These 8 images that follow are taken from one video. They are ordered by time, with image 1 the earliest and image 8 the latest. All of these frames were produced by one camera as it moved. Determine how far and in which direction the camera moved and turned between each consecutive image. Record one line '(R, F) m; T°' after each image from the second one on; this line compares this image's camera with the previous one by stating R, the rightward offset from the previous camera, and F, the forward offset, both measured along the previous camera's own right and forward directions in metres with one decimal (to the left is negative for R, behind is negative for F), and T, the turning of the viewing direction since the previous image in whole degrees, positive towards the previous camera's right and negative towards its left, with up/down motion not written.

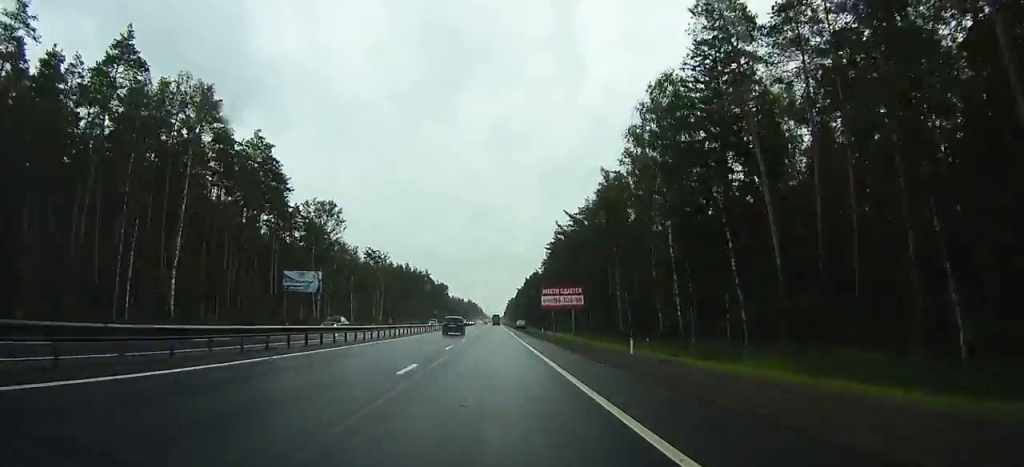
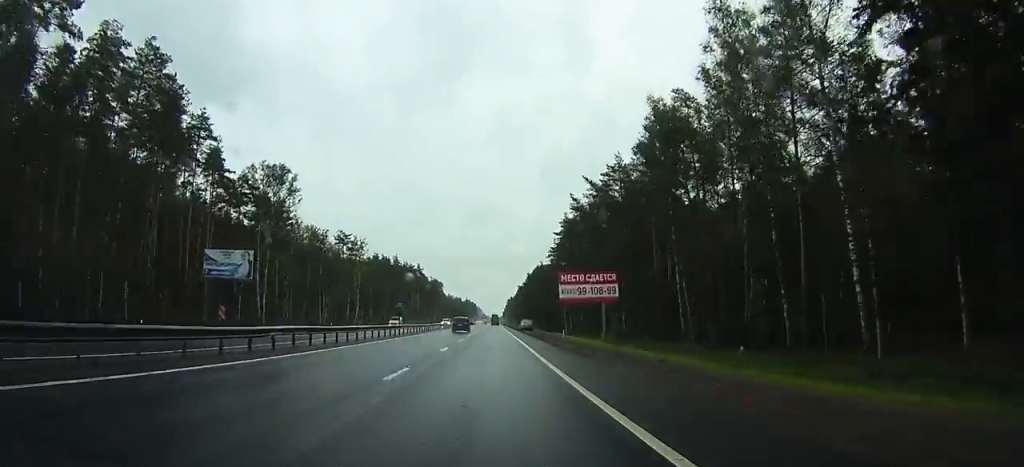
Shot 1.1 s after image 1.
(+0.1, +23.9) m; 0°
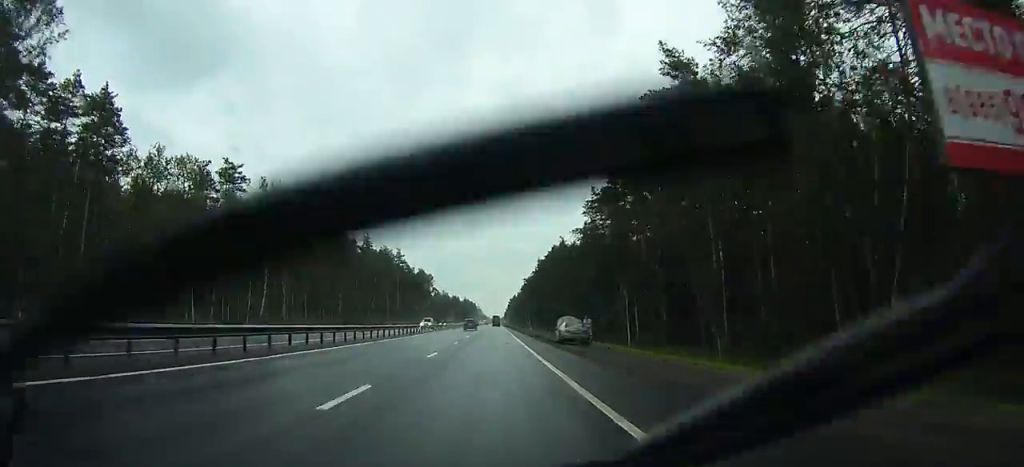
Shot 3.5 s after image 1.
(+0.1, +47.7) m; 0°
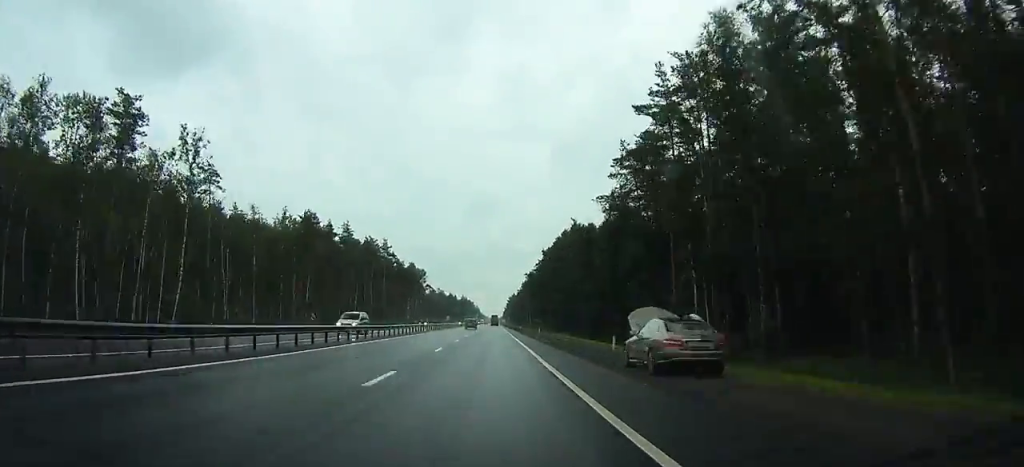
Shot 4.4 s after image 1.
(0.0, +18.7) m; 0°
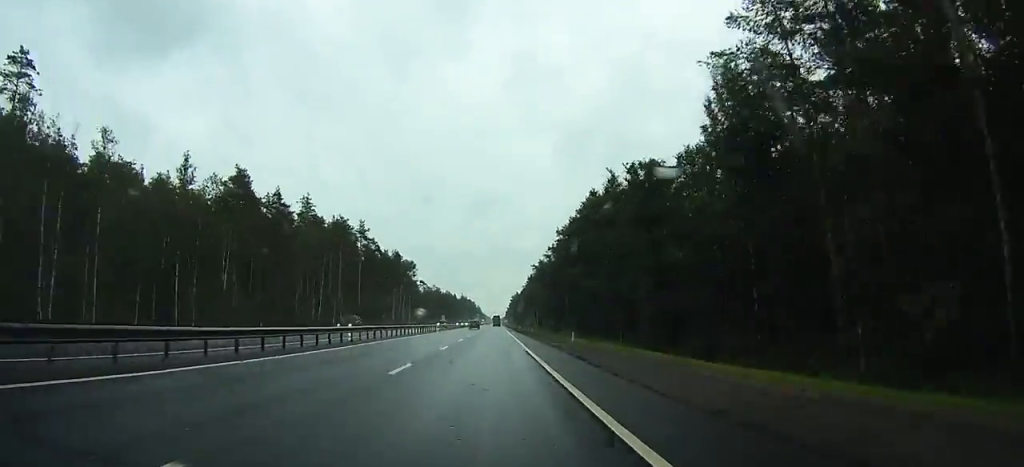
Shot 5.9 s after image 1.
(0.0, +29.5) m; 0°
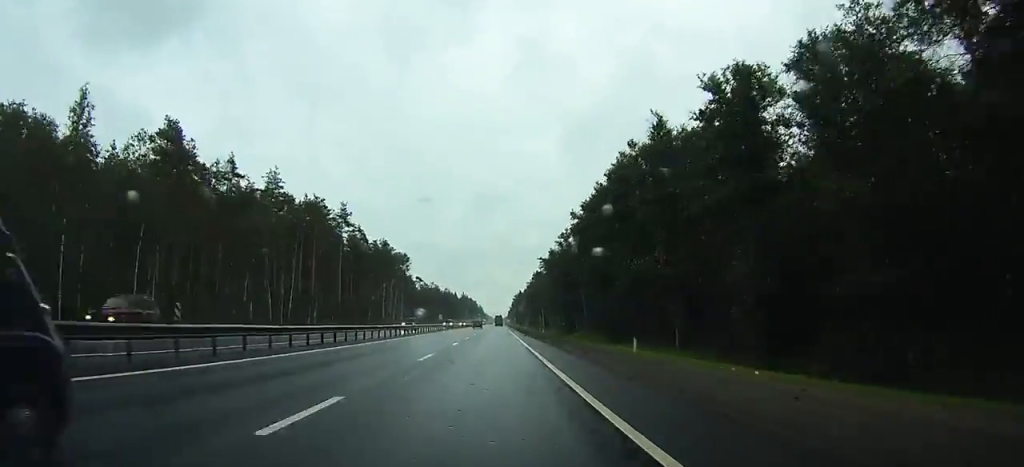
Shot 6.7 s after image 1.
(0.0, +17.5) m; 0°
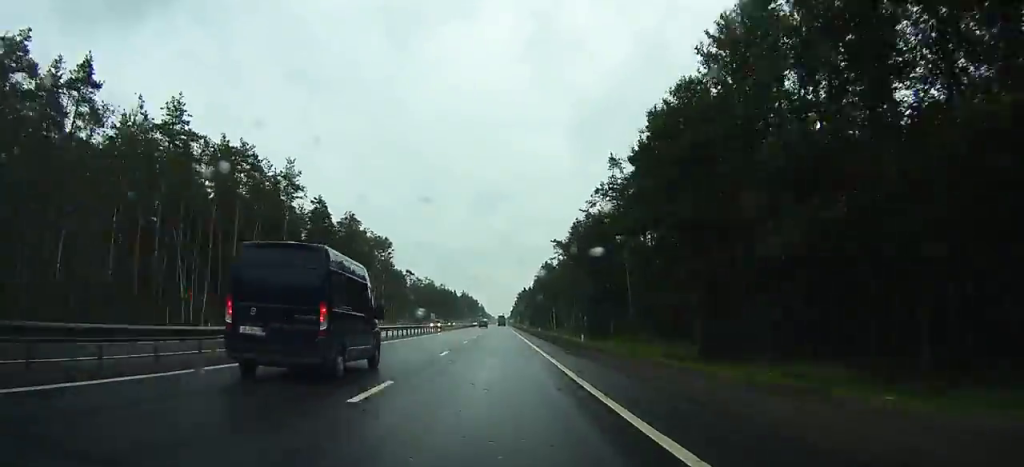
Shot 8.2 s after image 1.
(0.0, +30.1) m; 0°
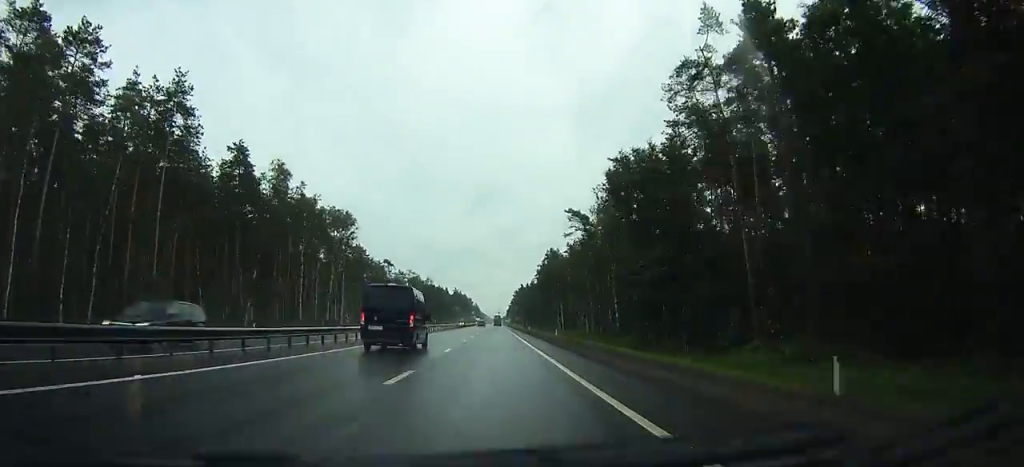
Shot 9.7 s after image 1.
(0.0, +30.8) m; 0°
